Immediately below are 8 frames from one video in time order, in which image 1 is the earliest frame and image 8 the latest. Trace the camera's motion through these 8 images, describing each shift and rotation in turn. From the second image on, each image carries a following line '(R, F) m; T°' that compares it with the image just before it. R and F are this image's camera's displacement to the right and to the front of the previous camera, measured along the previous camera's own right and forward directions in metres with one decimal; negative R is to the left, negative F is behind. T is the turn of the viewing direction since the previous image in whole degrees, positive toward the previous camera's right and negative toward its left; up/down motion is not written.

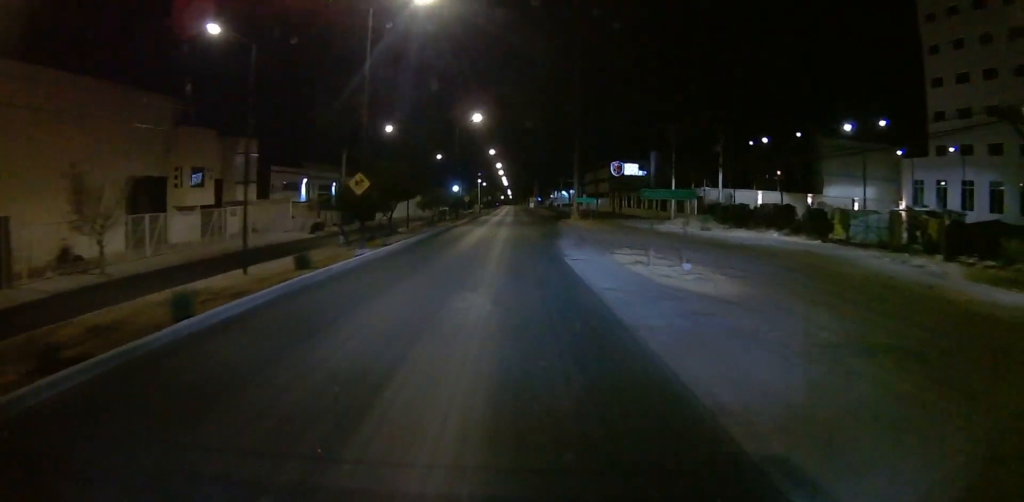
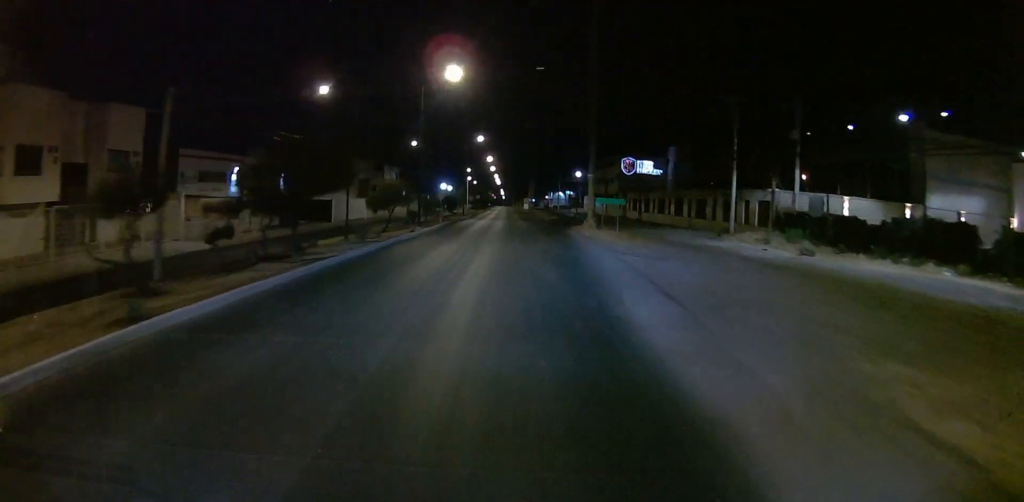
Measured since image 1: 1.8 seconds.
(+1.7, +21.1) m; +4°
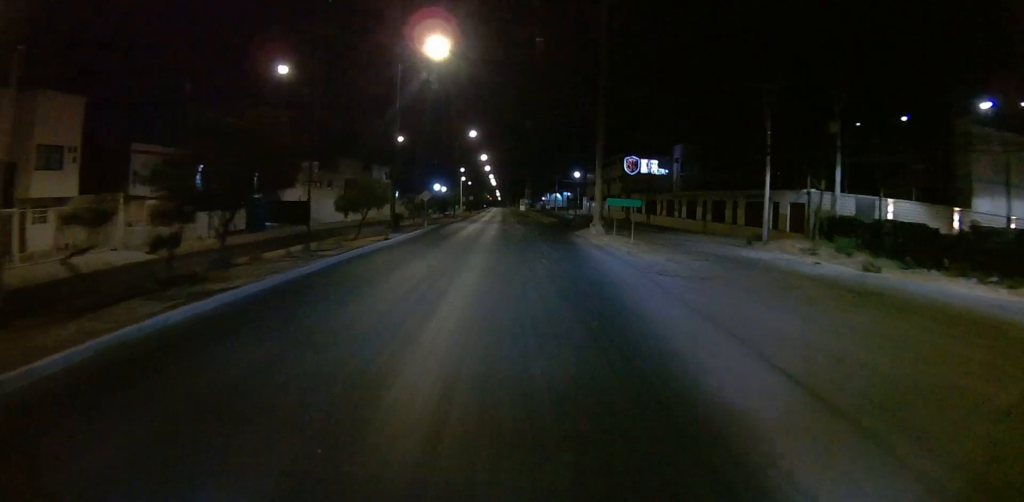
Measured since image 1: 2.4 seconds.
(0.0, +7.5) m; -2°
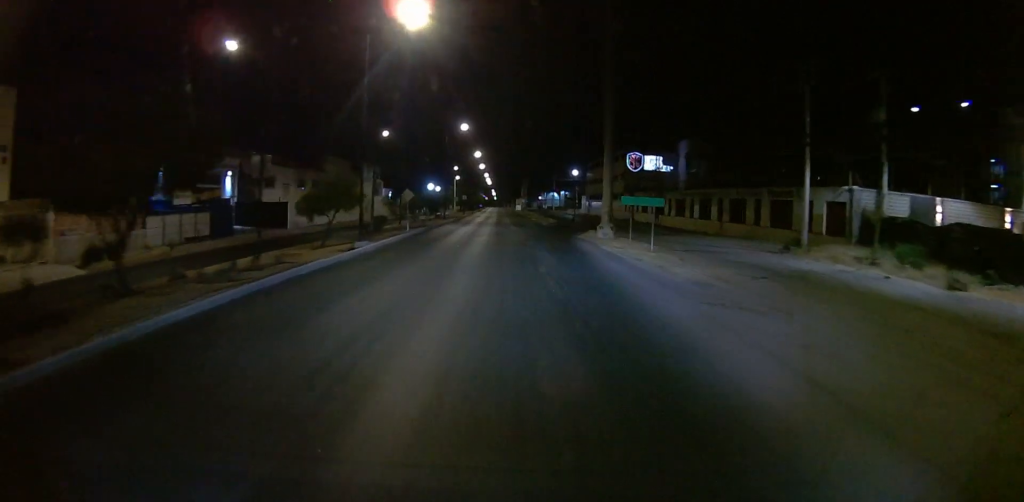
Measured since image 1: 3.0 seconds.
(-0.6, +6.8) m; -1°
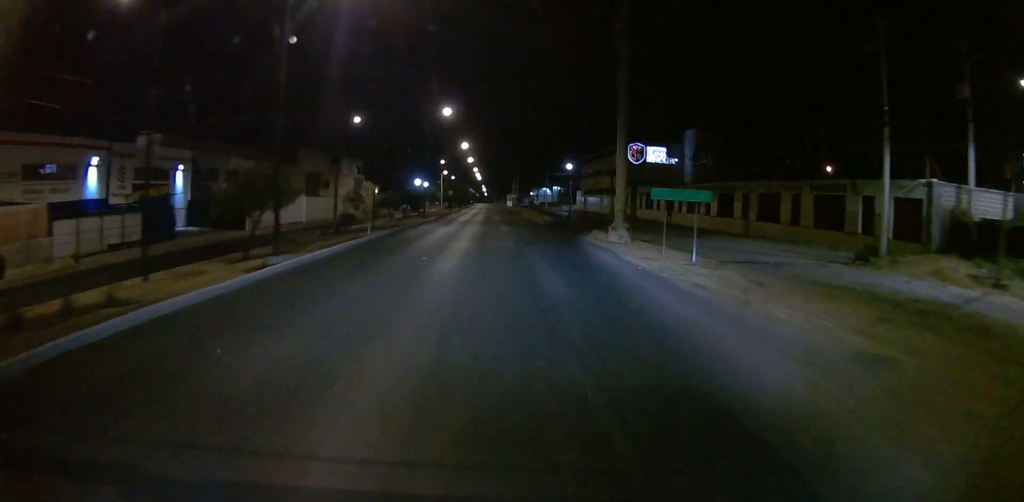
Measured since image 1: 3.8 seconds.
(+0.3, +9.4) m; +3°
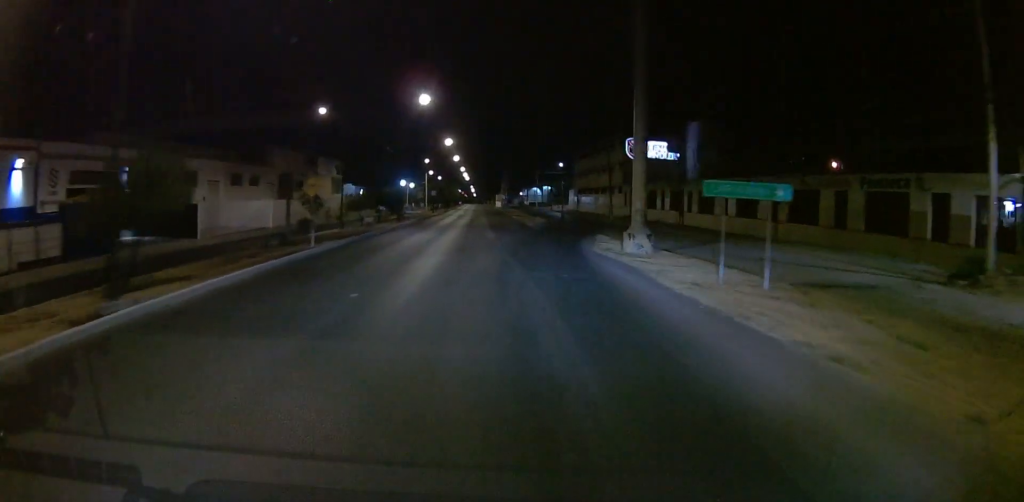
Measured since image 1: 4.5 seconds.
(+0.3, +8.1) m; +2°
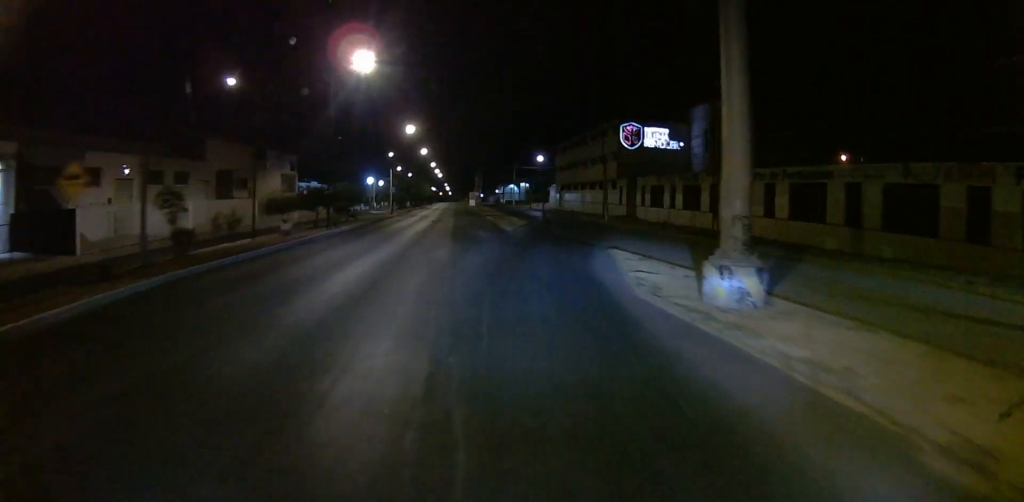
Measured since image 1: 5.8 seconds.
(+0.1, +14.6) m; -1°
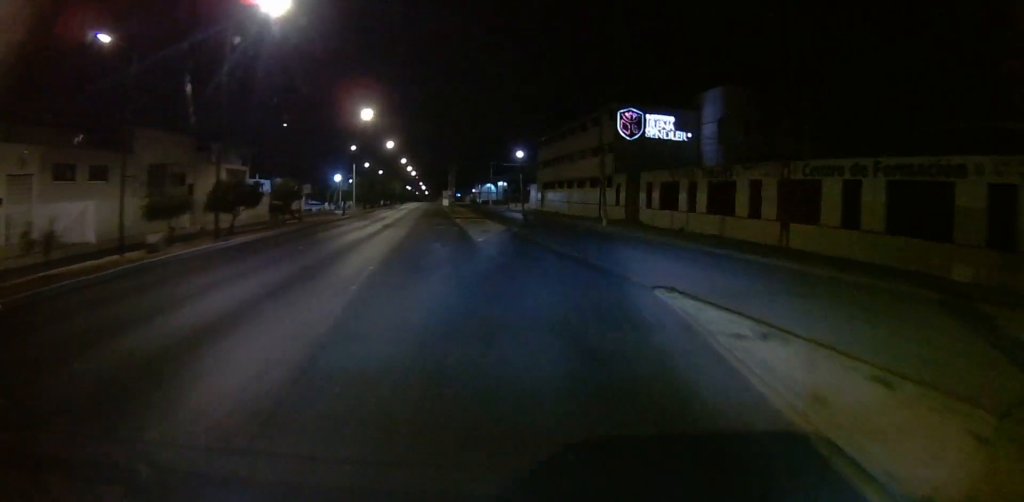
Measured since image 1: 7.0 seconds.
(-0.1, +12.8) m; +1°
